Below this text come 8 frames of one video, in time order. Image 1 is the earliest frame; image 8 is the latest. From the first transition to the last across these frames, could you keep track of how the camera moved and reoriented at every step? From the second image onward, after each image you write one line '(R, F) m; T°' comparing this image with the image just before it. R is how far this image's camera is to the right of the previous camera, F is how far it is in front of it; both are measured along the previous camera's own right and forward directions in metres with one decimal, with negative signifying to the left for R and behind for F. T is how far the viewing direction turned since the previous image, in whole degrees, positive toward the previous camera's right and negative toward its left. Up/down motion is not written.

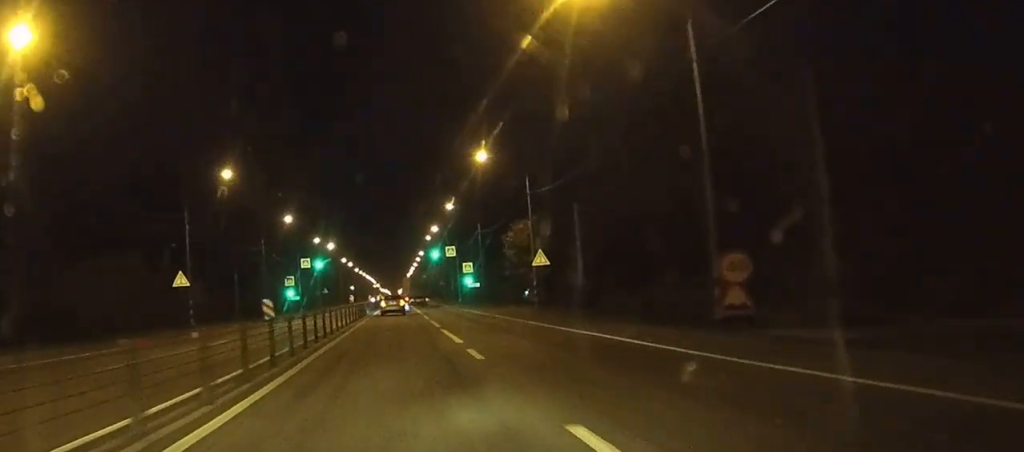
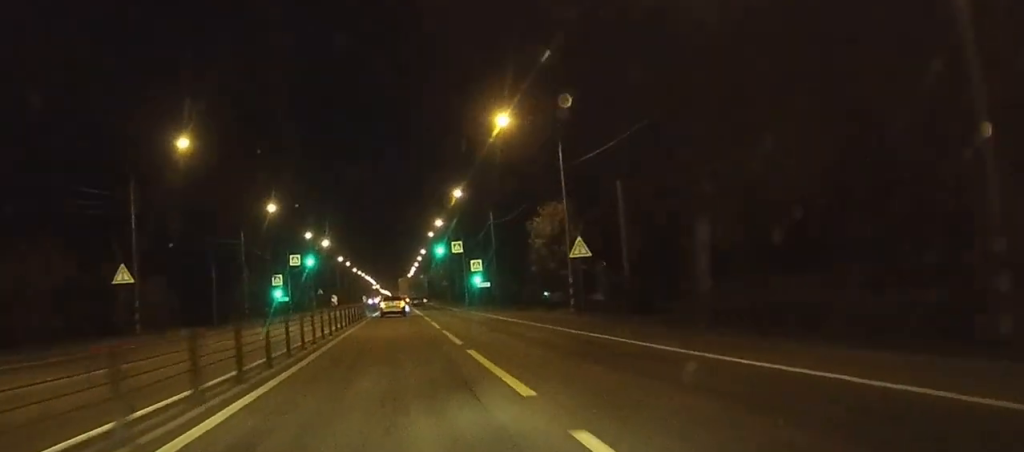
(0.0, +12.2) m; 0°
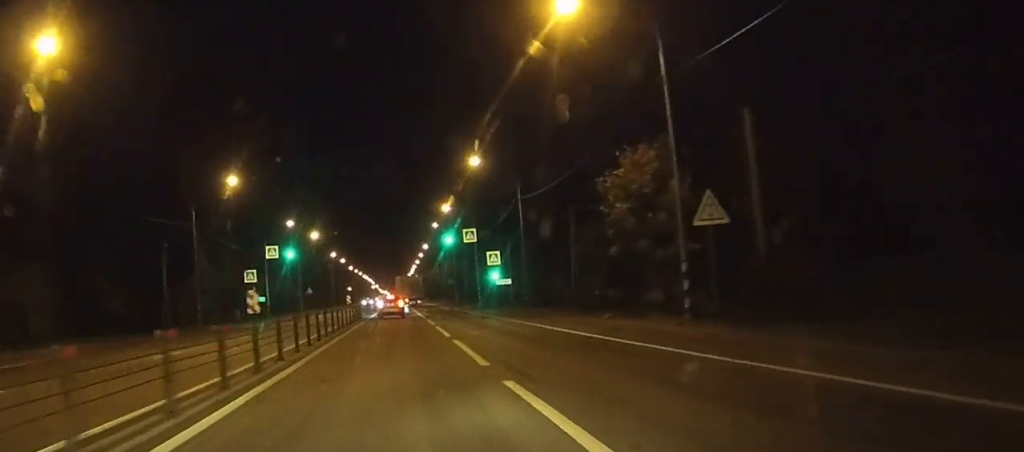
(+0.1, +18.8) m; 0°
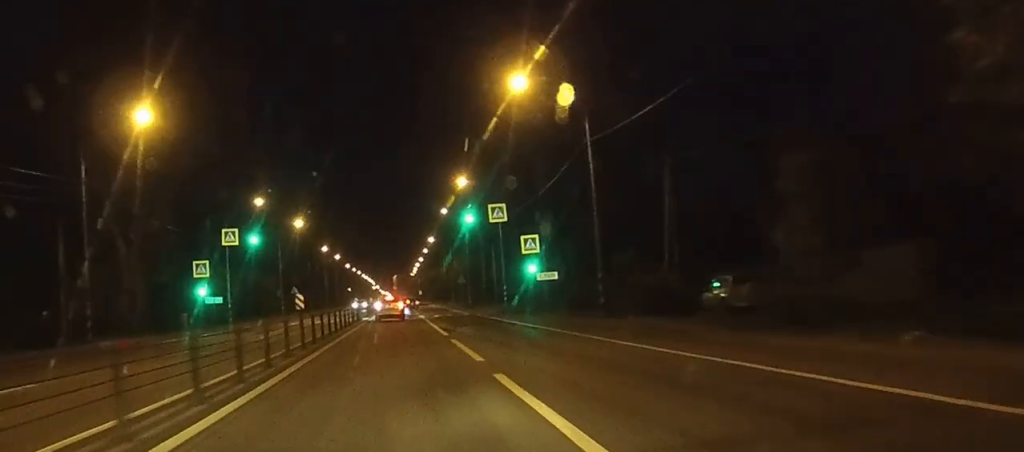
(0.0, +22.3) m; 0°
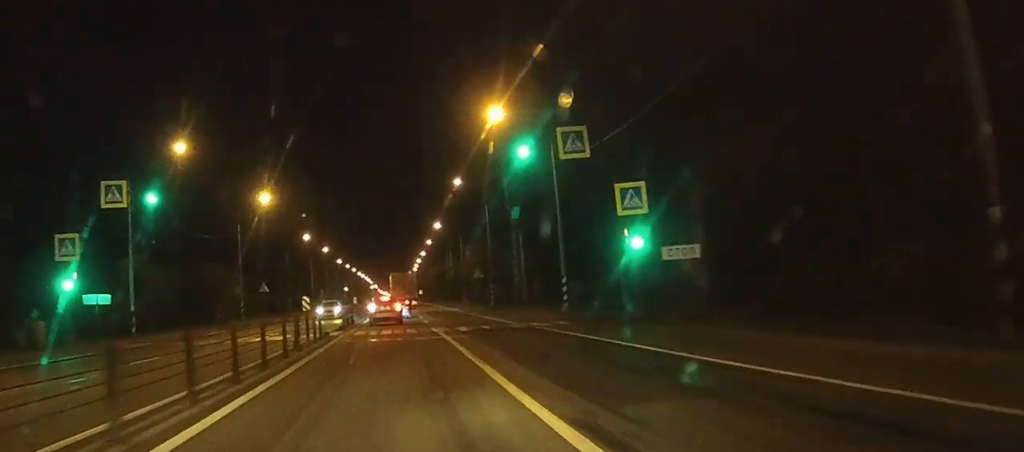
(+0.1, +26.5) m; 0°
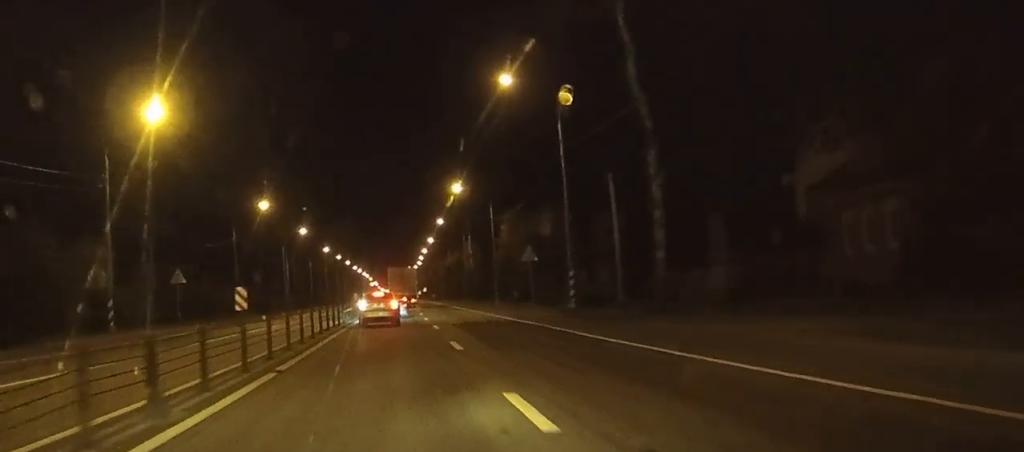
(-0.1, +37.5) m; 0°
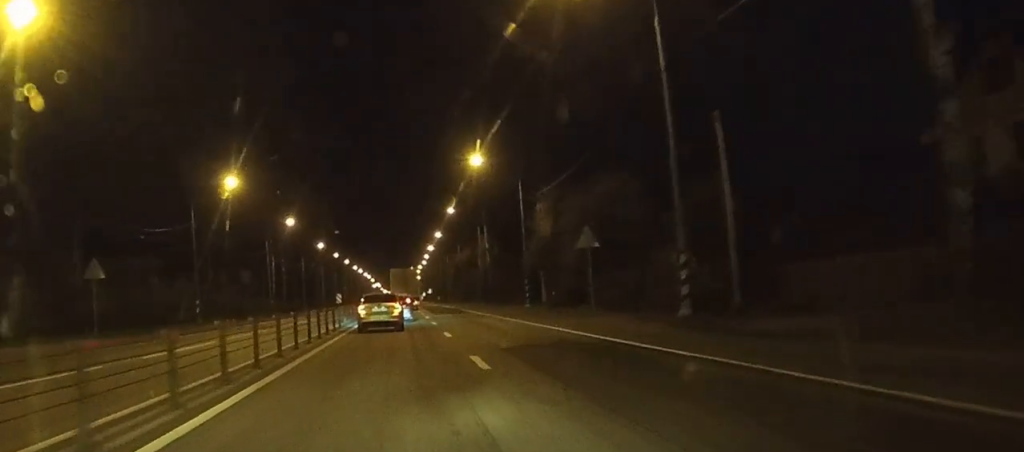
(0.0, +17.0) m; 0°
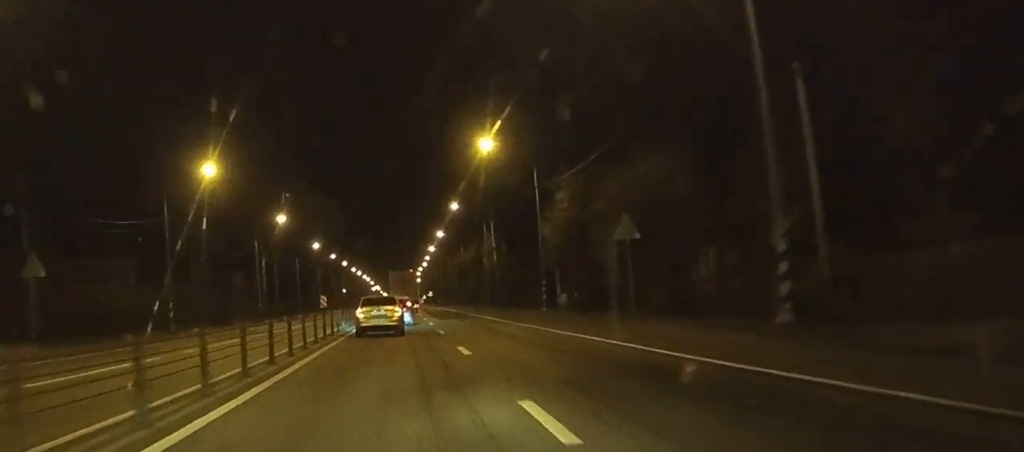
(0.0, +7.3) m; 0°
